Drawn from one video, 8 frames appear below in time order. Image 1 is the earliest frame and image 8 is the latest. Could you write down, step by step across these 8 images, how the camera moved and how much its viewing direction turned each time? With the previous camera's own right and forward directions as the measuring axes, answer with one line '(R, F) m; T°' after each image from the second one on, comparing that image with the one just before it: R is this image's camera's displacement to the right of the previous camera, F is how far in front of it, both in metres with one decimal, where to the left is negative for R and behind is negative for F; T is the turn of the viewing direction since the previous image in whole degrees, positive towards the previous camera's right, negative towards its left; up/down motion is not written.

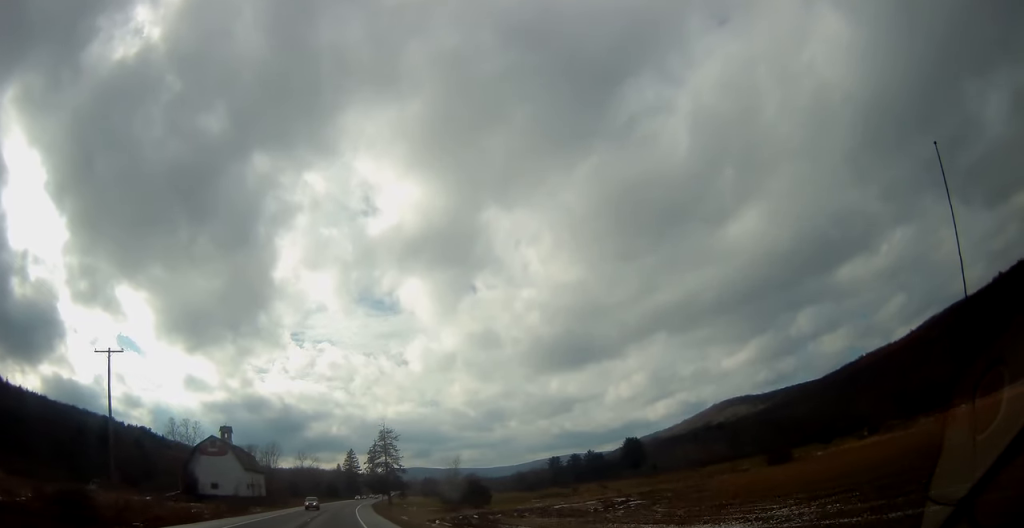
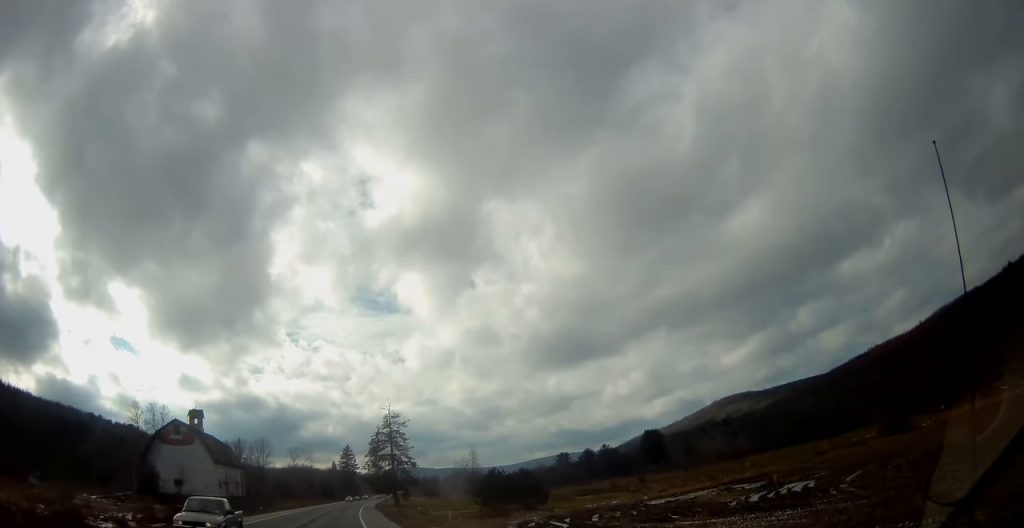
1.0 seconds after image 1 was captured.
(+0.2, +26.6) m; 0°
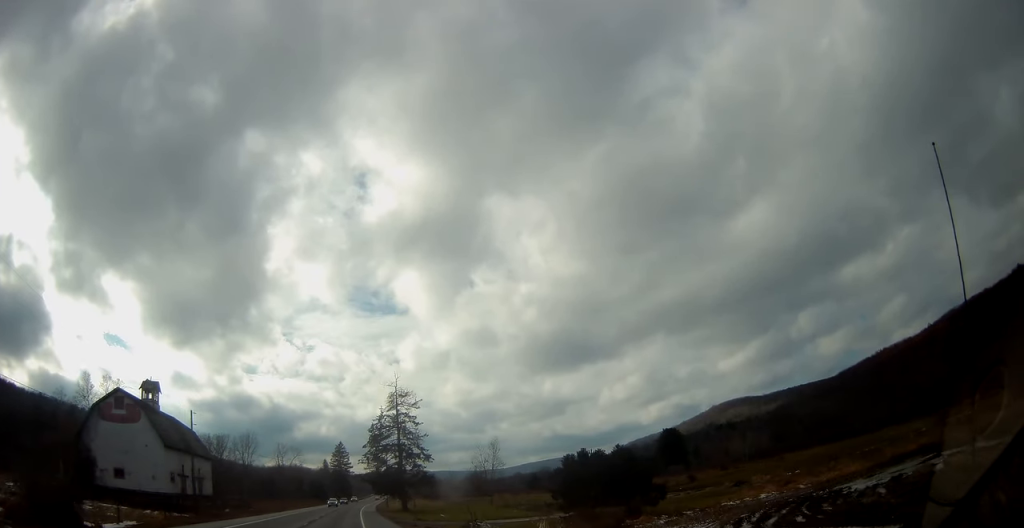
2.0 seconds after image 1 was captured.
(+0.1, +25.7) m; +1°
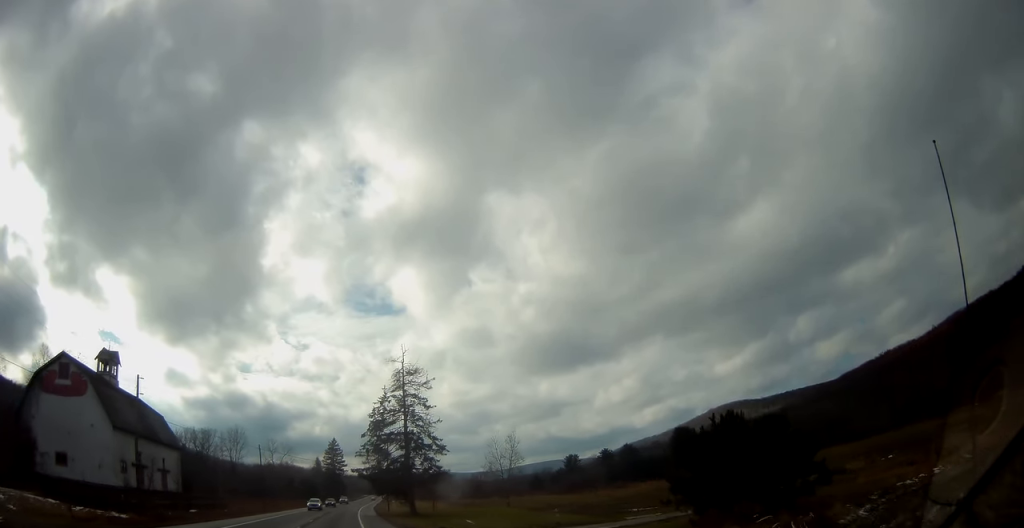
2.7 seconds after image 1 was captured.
(+0.1, +16.3) m; 0°
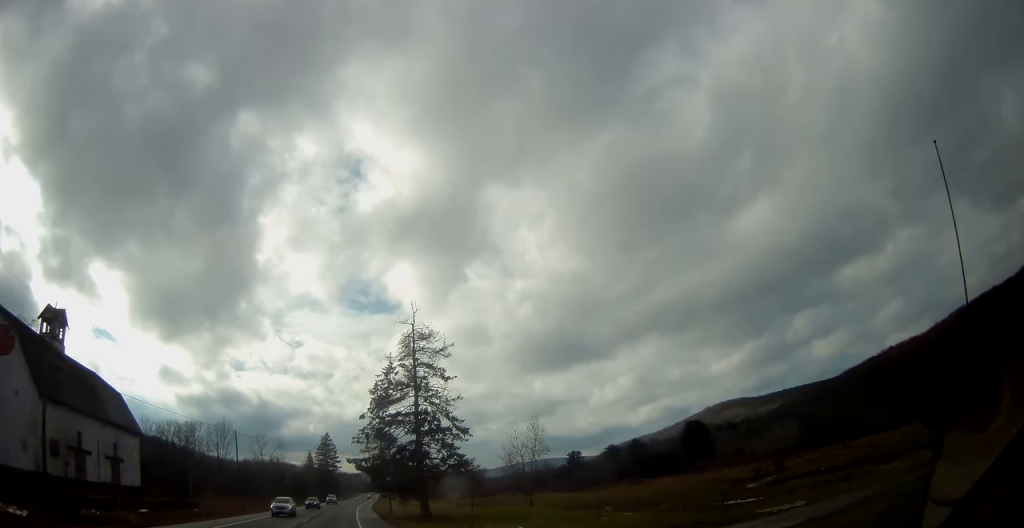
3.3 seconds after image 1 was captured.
(0.0, +15.4) m; 0°
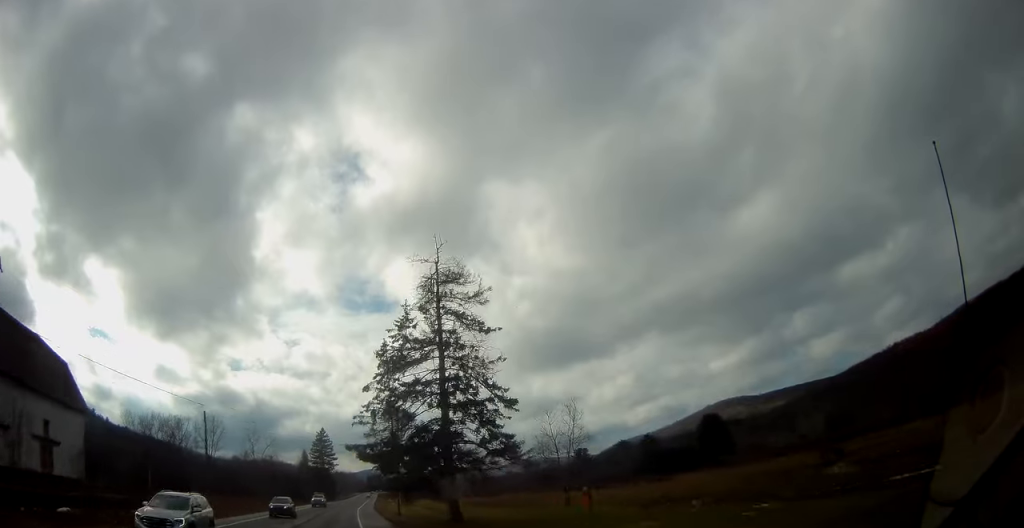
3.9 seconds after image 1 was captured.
(0.0, +15.5) m; 0°
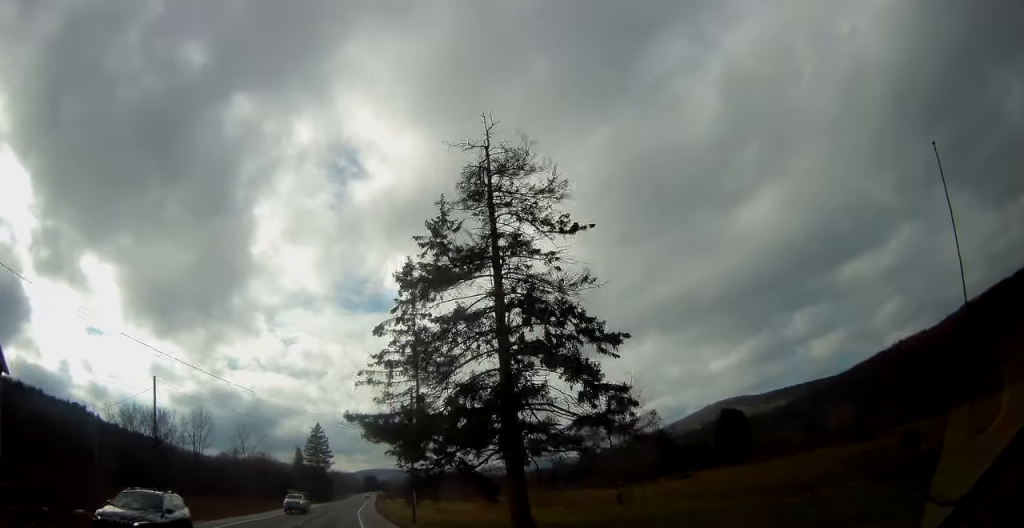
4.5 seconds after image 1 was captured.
(0.0, +15.4) m; +1°
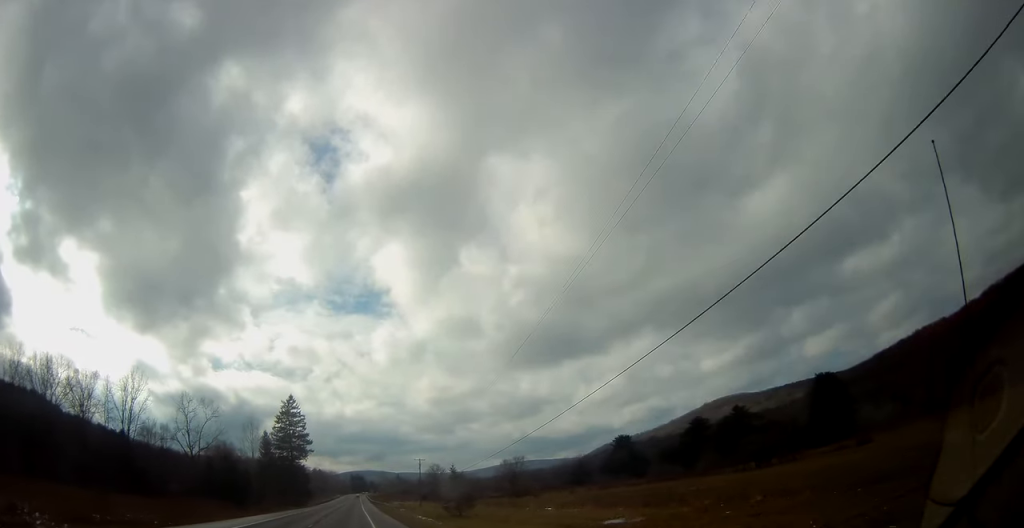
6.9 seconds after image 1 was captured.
(+1.3, +61.7) m; +2°
